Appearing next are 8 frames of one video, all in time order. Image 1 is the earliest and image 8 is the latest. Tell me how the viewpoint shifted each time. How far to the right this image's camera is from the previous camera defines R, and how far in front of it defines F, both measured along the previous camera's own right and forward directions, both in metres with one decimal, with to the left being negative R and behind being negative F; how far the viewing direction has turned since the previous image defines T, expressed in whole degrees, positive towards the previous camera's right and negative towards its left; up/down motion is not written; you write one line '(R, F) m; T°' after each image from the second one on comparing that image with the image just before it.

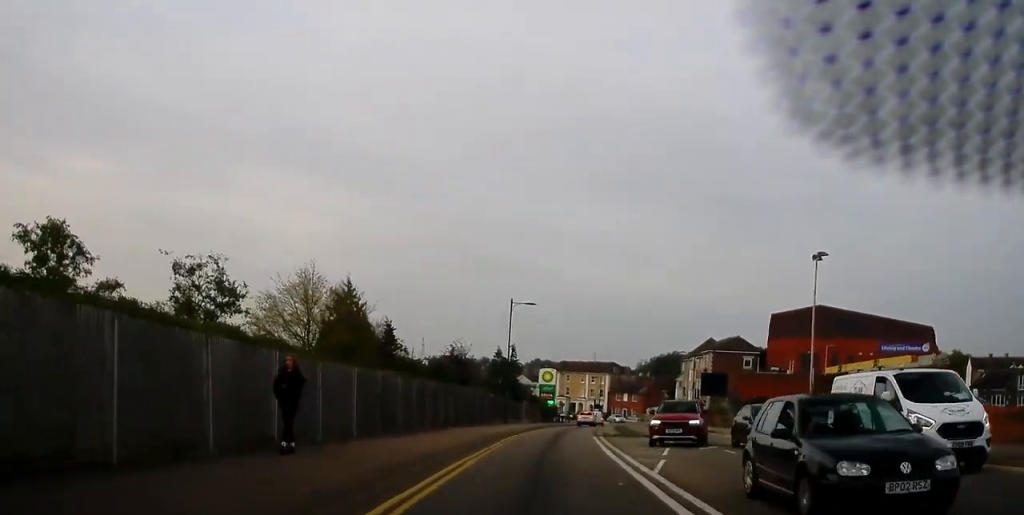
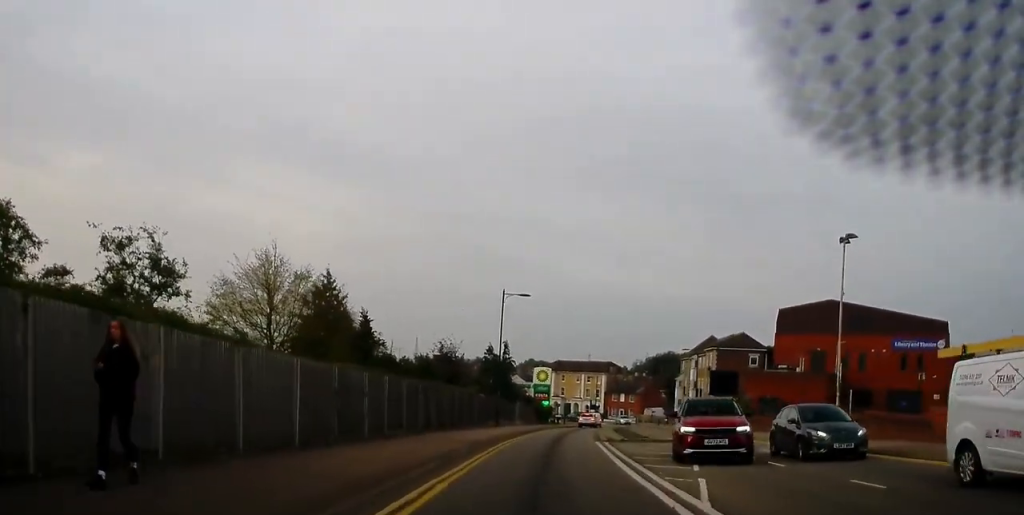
(+0.1, +4.8) m; 0°
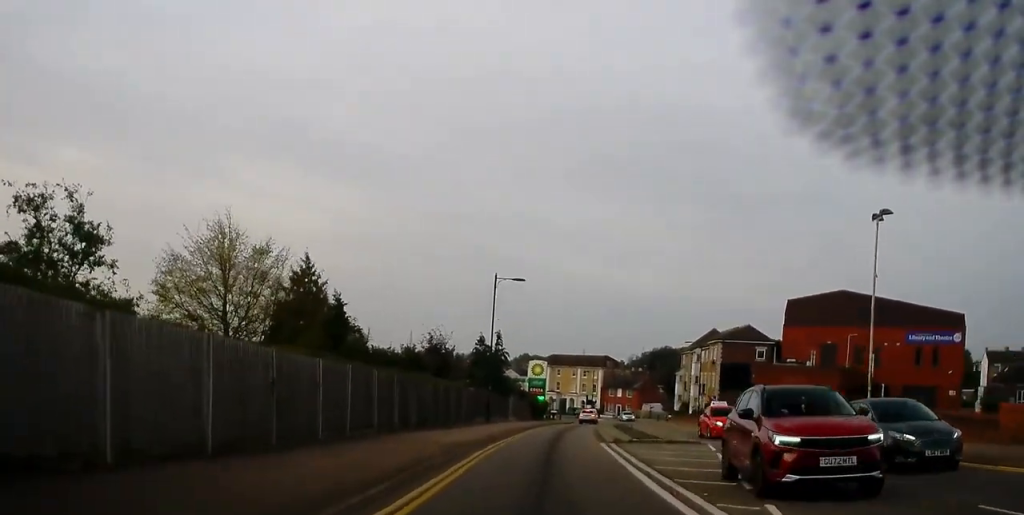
(-0.2, +4.4) m; 0°
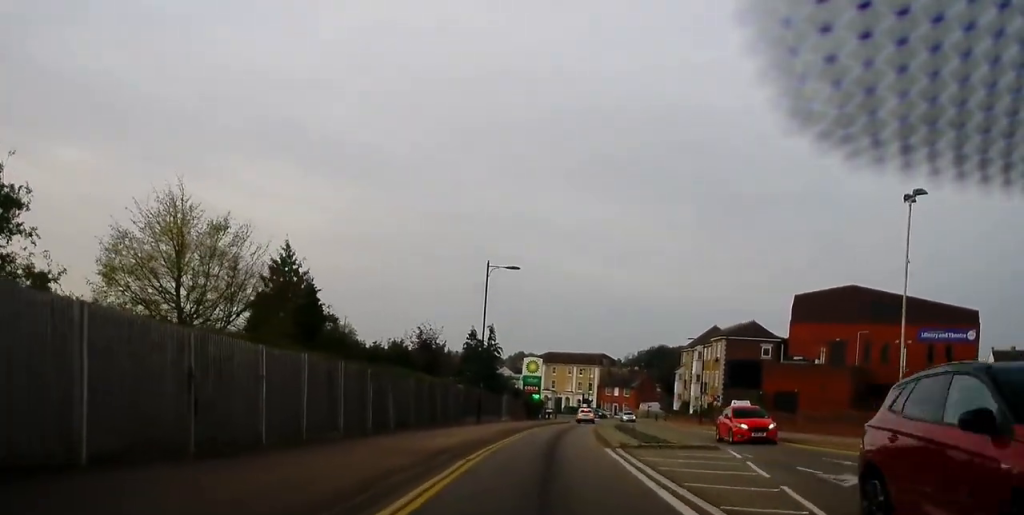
(0.0, +3.6) m; 0°
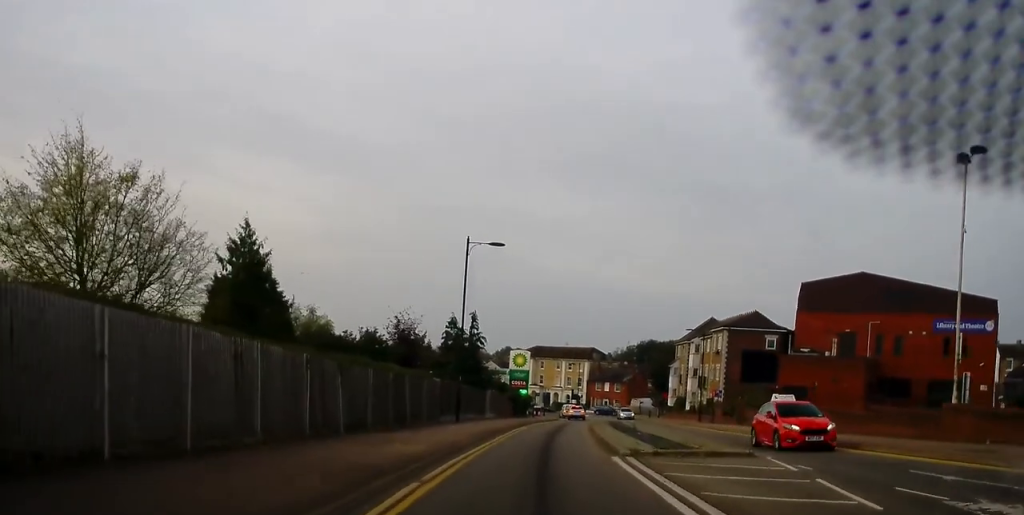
(+0.2, +5.3) m; +2°
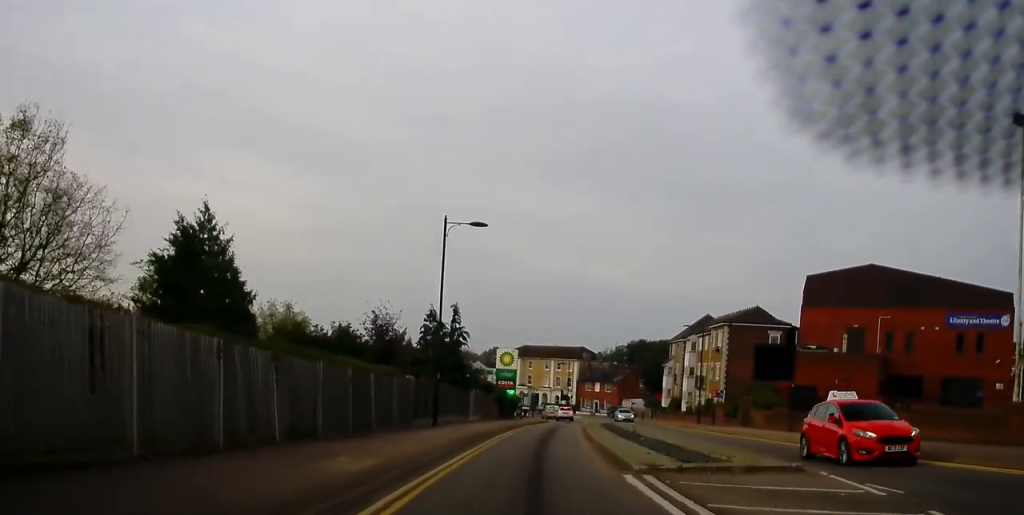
(0.0, +4.4) m; +1°
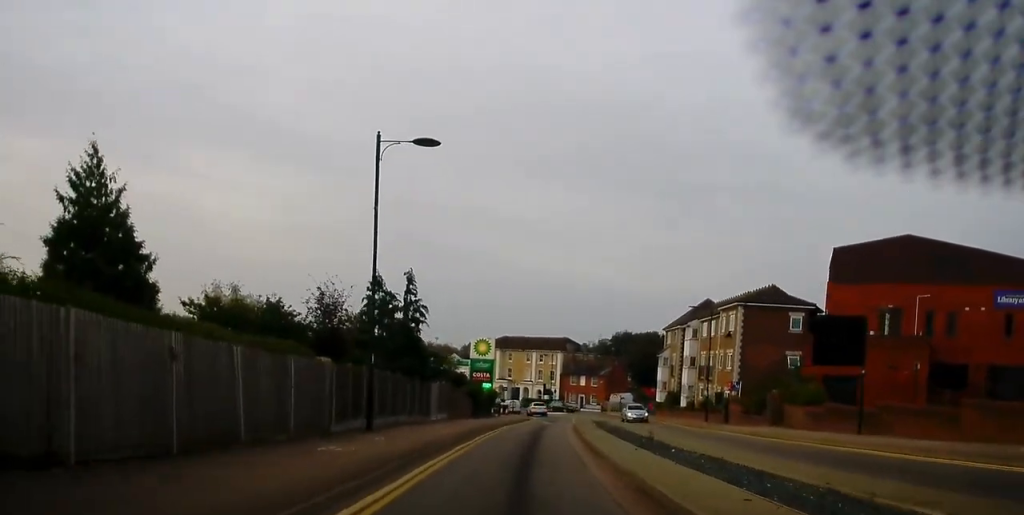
(+0.1, +10.0) m; +1°
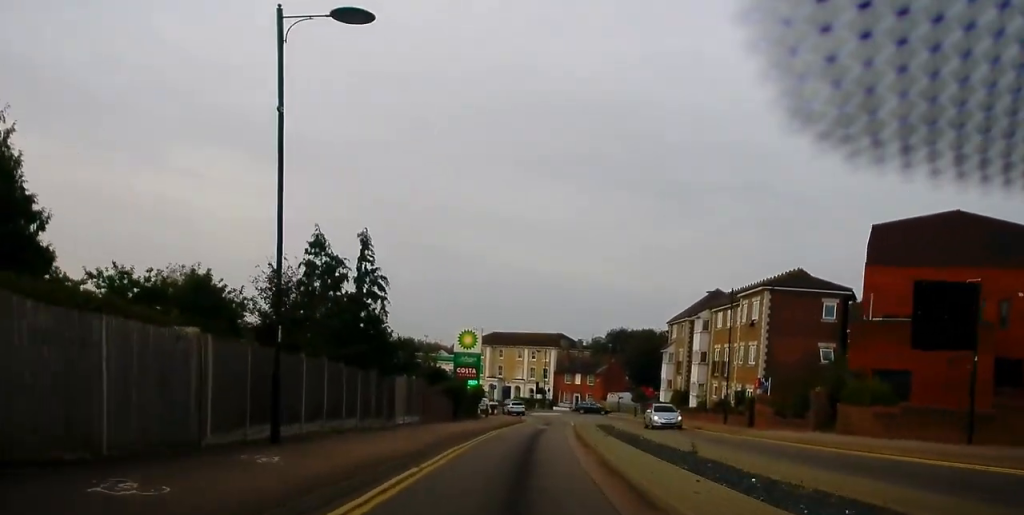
(0.0, +8.1) m; -1°
